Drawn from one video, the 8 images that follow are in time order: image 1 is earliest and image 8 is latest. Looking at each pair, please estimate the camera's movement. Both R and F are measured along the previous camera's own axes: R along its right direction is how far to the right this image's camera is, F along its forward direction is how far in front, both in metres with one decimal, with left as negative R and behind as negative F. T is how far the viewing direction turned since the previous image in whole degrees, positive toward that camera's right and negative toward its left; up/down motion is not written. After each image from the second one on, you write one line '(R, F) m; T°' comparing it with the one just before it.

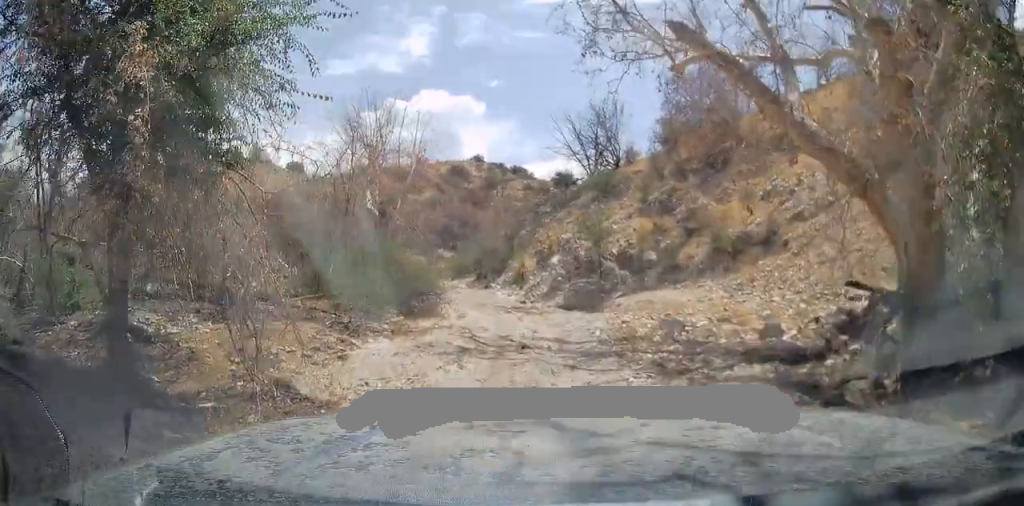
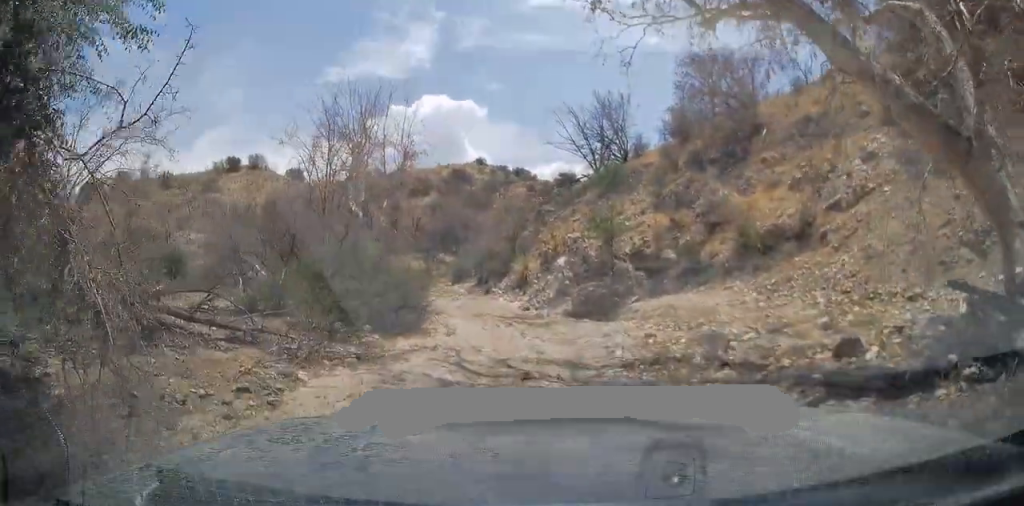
(+0.4, +2.9) m; +3°
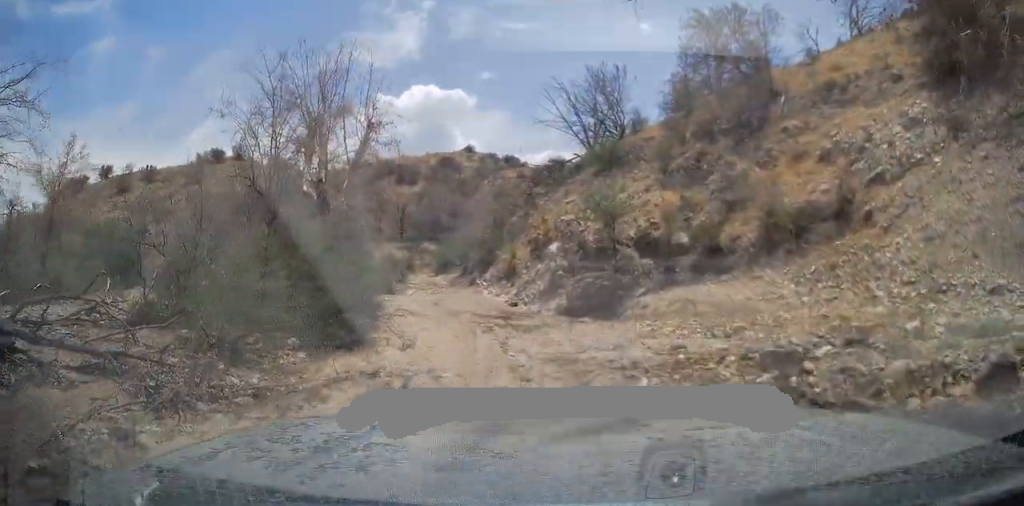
(-0.2, +3.5) m; -4°
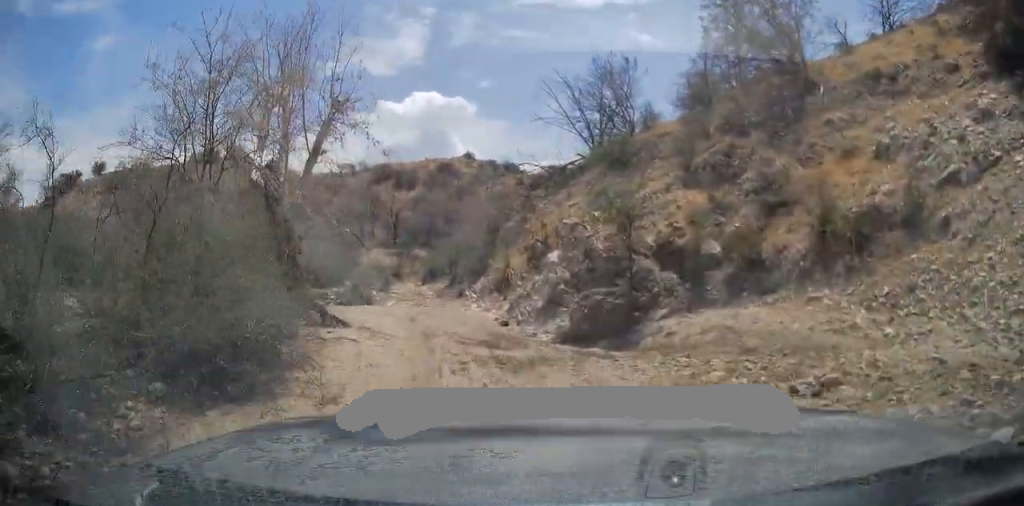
(-0.1, +3.8) m; -5°
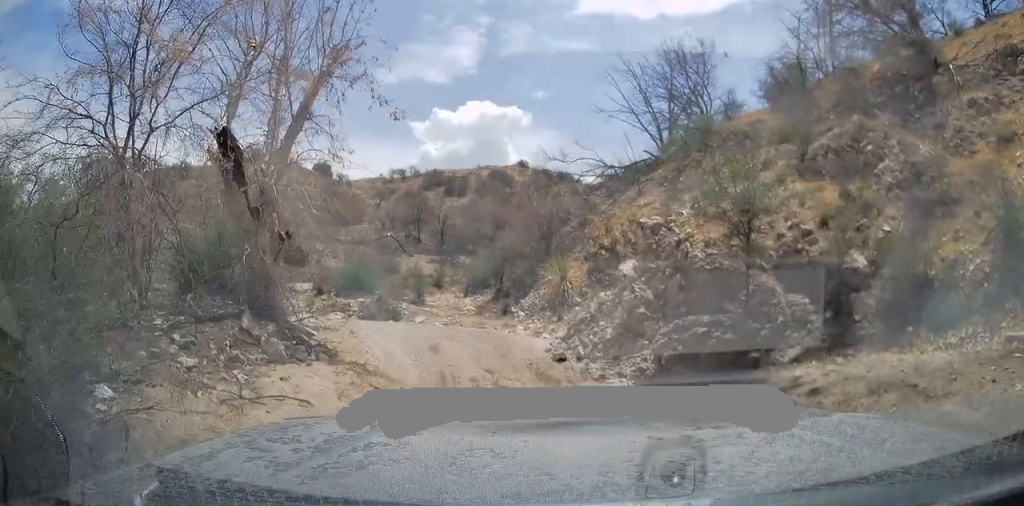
(-0.4, +5.0) m; -7°
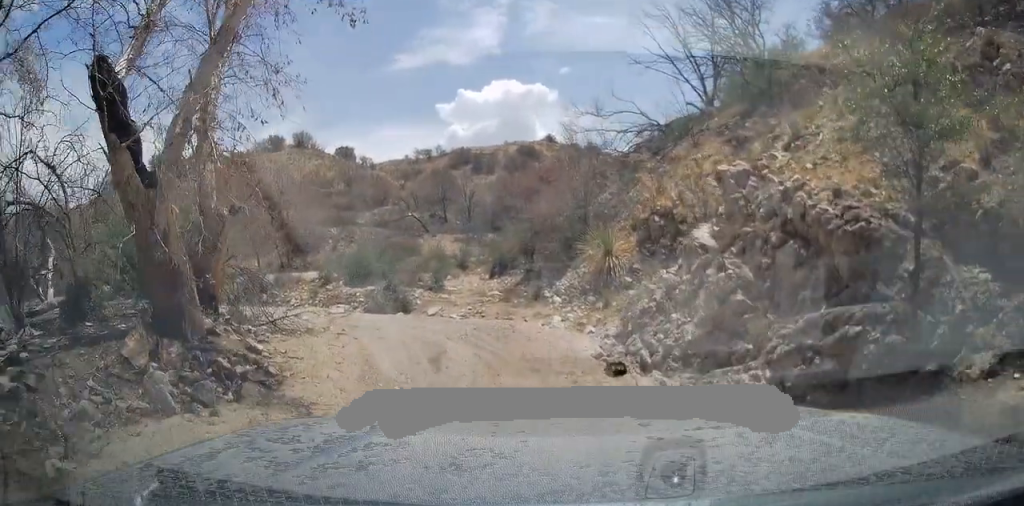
(0.0, +4.2) m; -1°
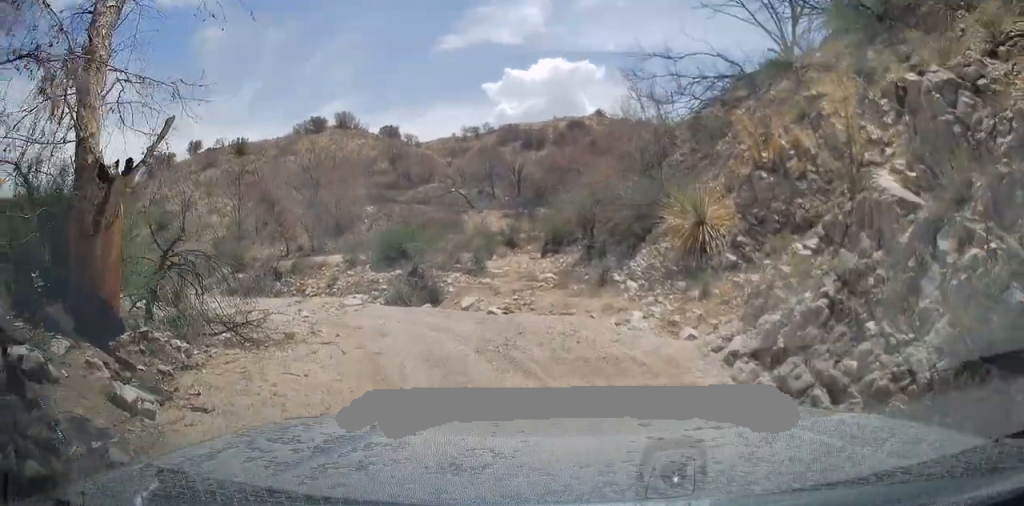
(0.0, +4.5) m; 0°
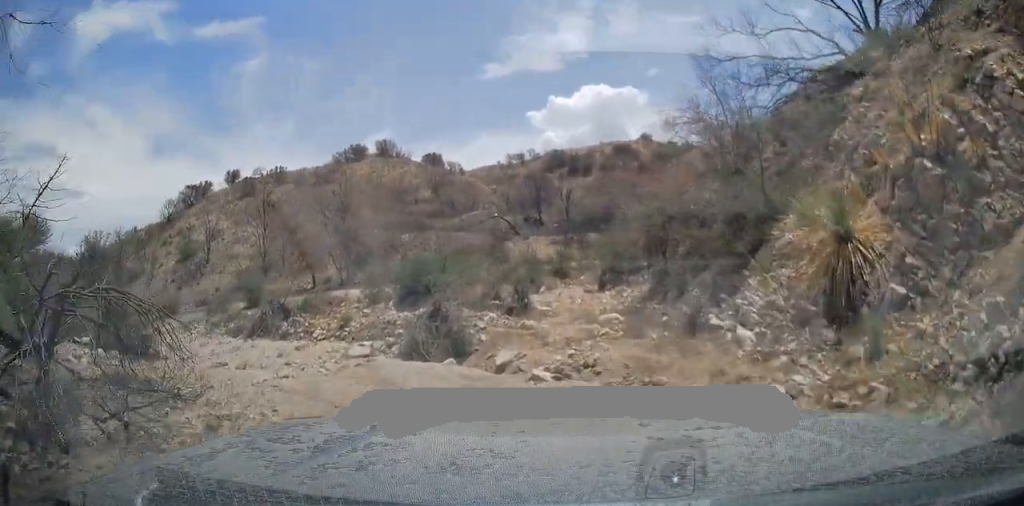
(0.0, +4.2) m; -5°
